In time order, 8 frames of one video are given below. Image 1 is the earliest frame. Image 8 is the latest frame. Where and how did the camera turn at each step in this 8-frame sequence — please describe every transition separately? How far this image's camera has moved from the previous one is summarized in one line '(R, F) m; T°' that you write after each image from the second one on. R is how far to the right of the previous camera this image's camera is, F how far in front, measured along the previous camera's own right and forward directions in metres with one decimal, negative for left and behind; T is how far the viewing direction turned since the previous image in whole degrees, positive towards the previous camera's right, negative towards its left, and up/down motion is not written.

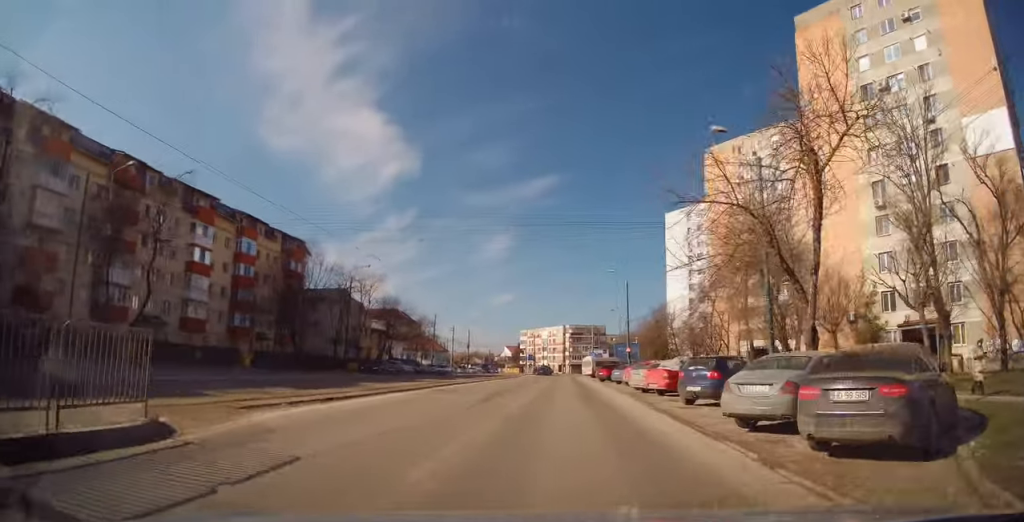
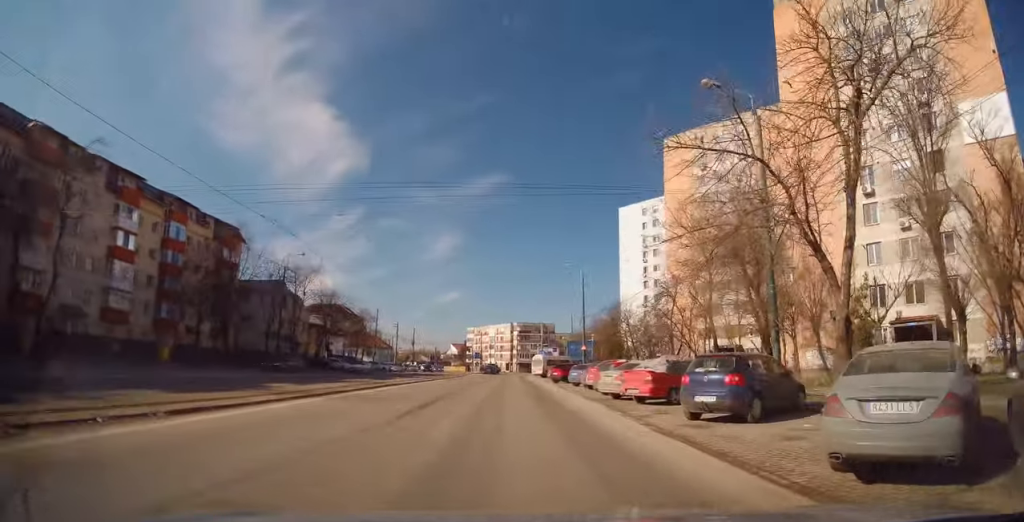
(+0.8, +4.7) m; +6°
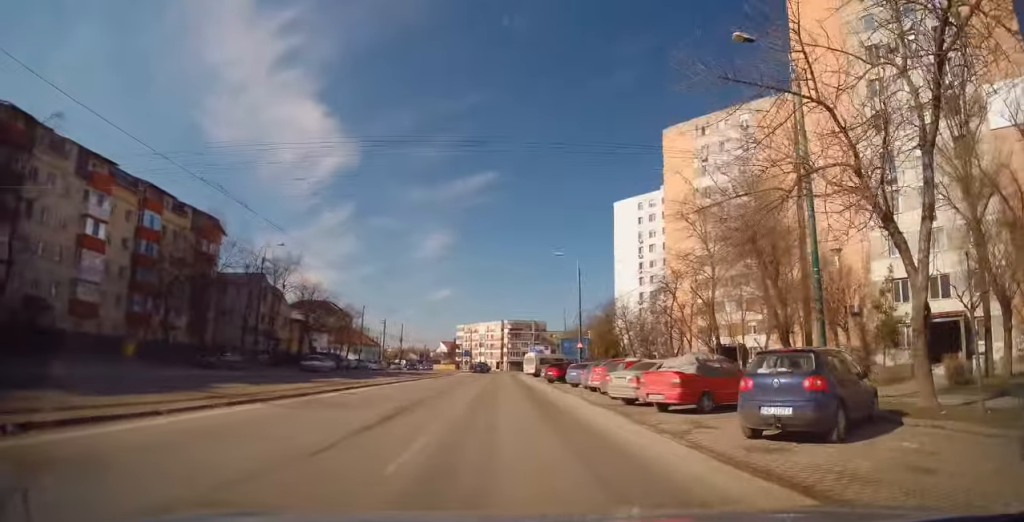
(+0.2, +3.2) m; +3°
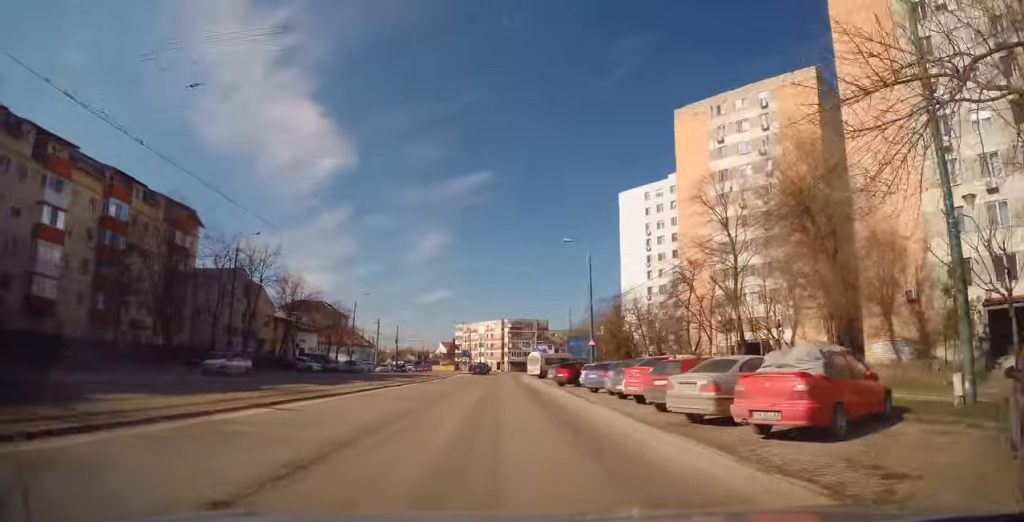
(0.0, +5.5) m; -1°
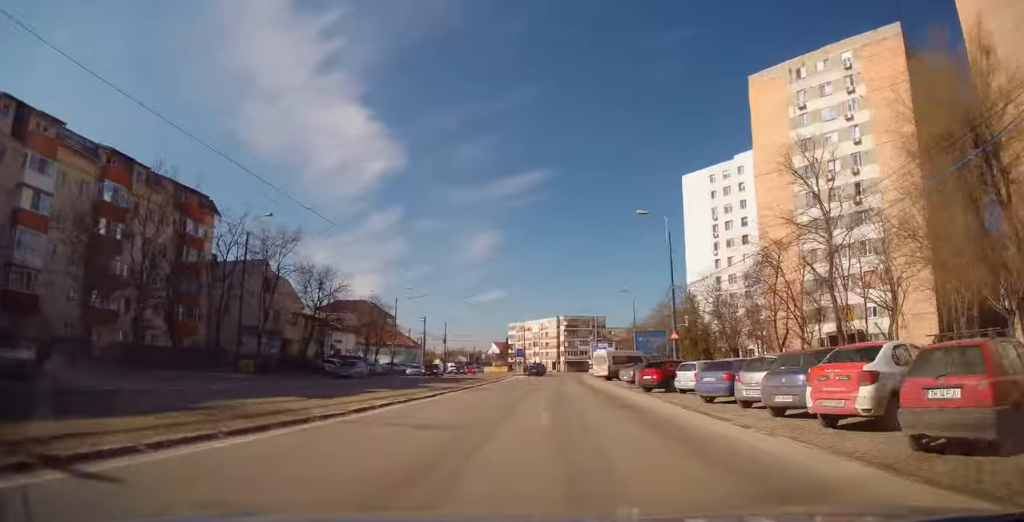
(-0.1, +7.4) m; -3°
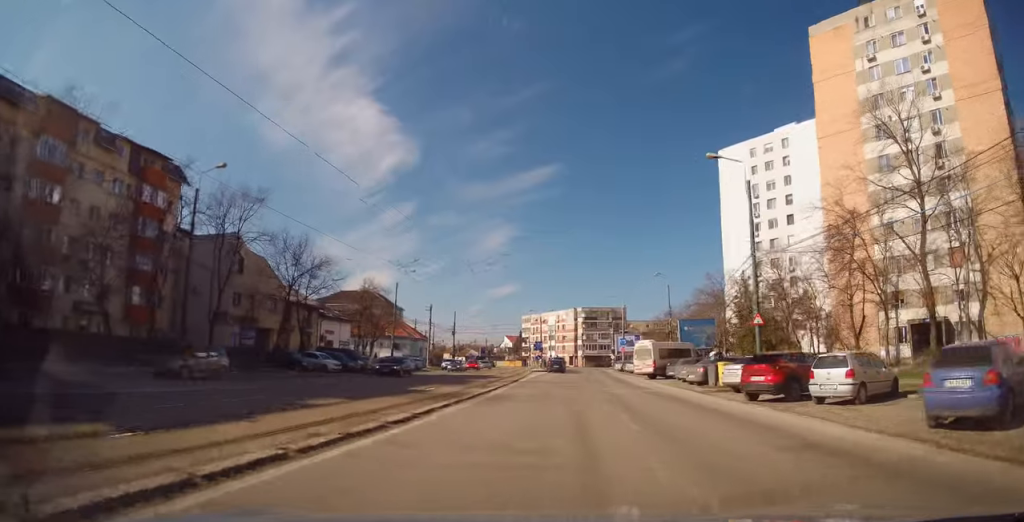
(-0.3, +9.3) m; -3°
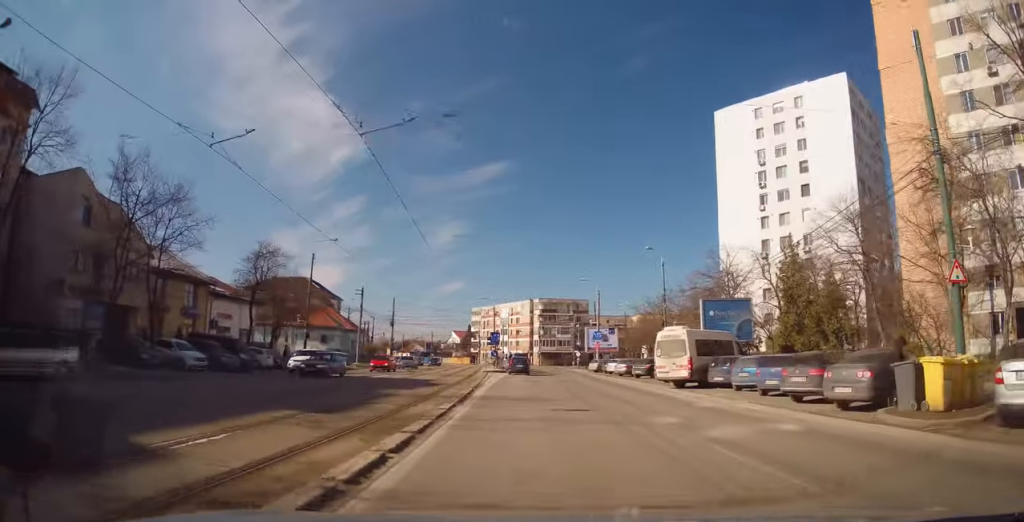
(-0.3, +15.3) m; +2°
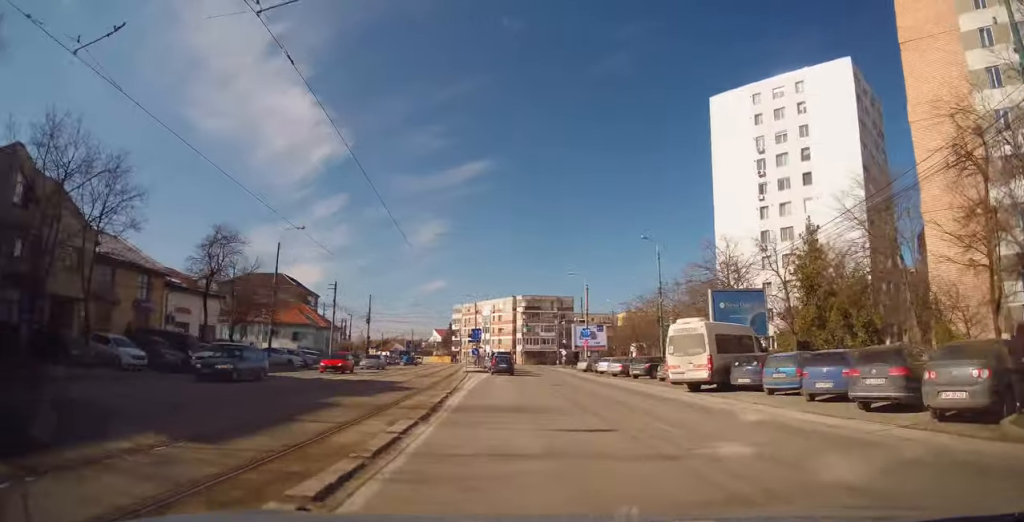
(+0.2, +4.1) m; +1°
